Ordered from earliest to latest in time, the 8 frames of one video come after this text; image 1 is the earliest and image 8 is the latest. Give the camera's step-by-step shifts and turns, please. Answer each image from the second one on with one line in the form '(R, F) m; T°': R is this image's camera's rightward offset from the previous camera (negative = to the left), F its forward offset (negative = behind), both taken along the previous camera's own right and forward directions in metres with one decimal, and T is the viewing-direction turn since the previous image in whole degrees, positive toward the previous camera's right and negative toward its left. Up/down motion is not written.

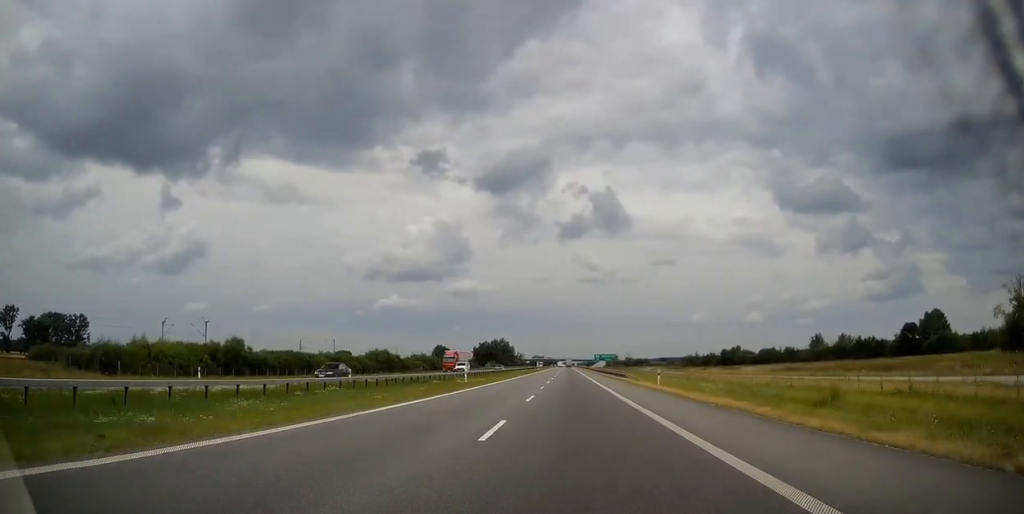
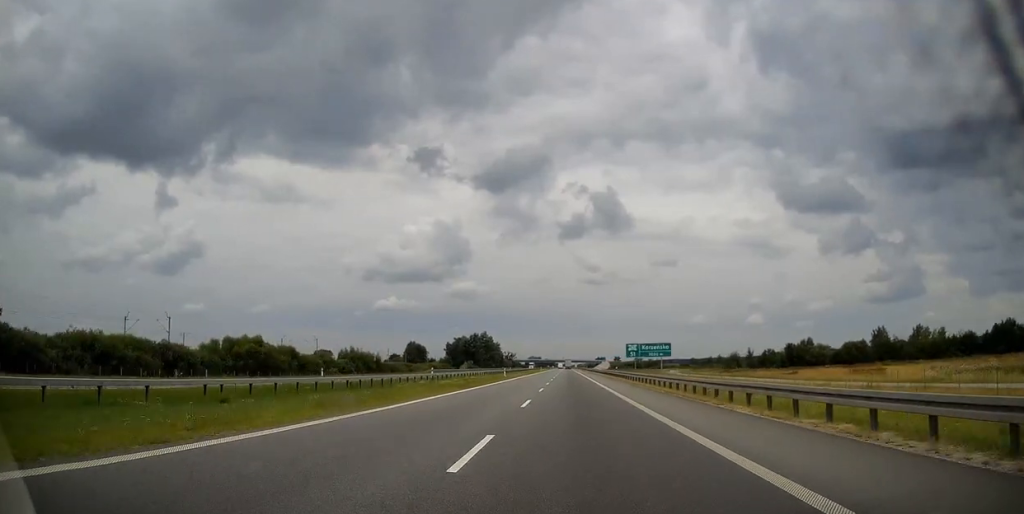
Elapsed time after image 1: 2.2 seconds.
(+0.3, +75.3) m; 0°
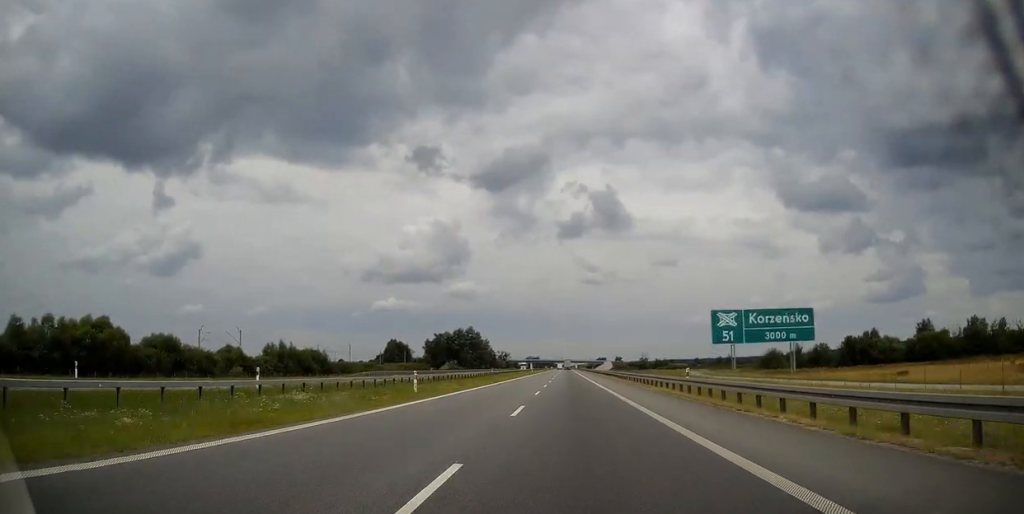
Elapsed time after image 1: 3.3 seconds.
(0.0, +39.4) m; 0°
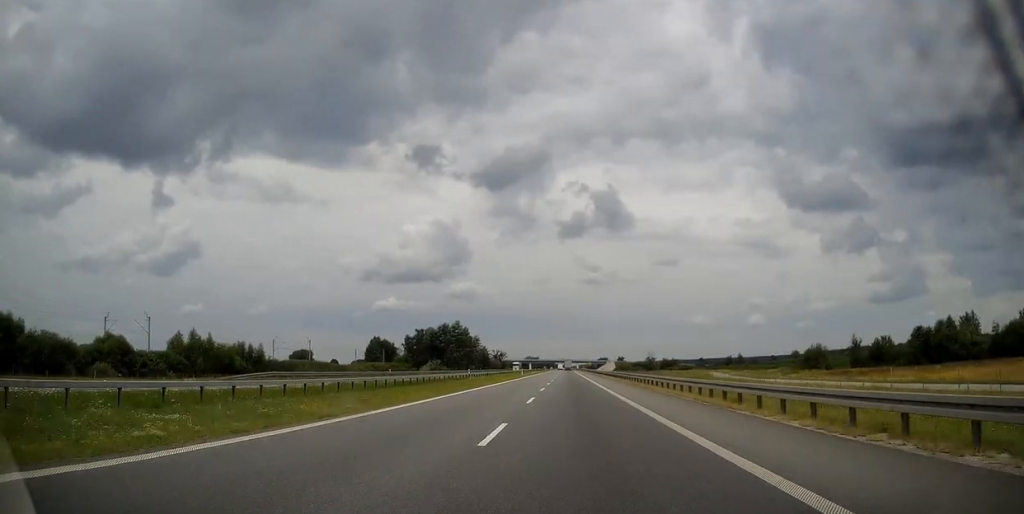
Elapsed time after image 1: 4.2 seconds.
(0.0, +30.1) m; 0°
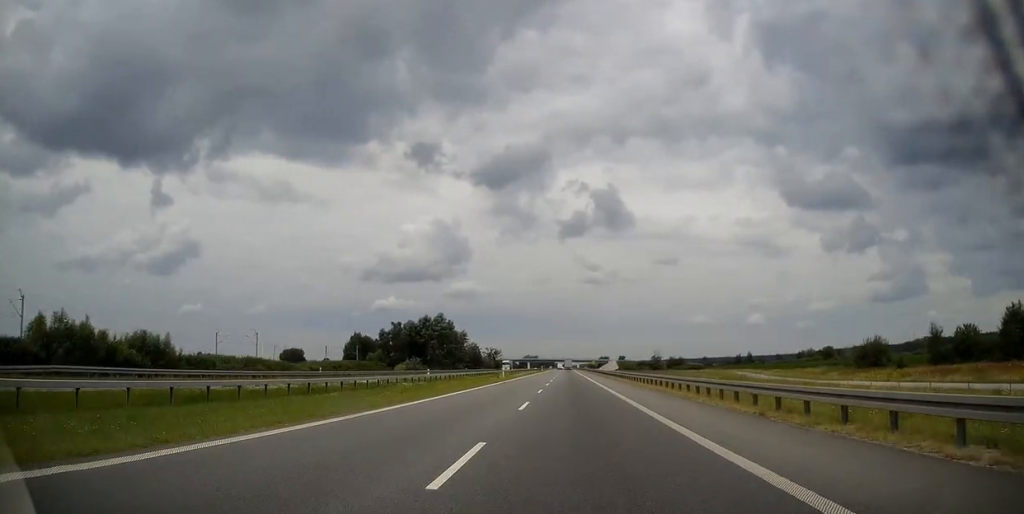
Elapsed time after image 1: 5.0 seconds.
(0.0, +27.7) m; 0°
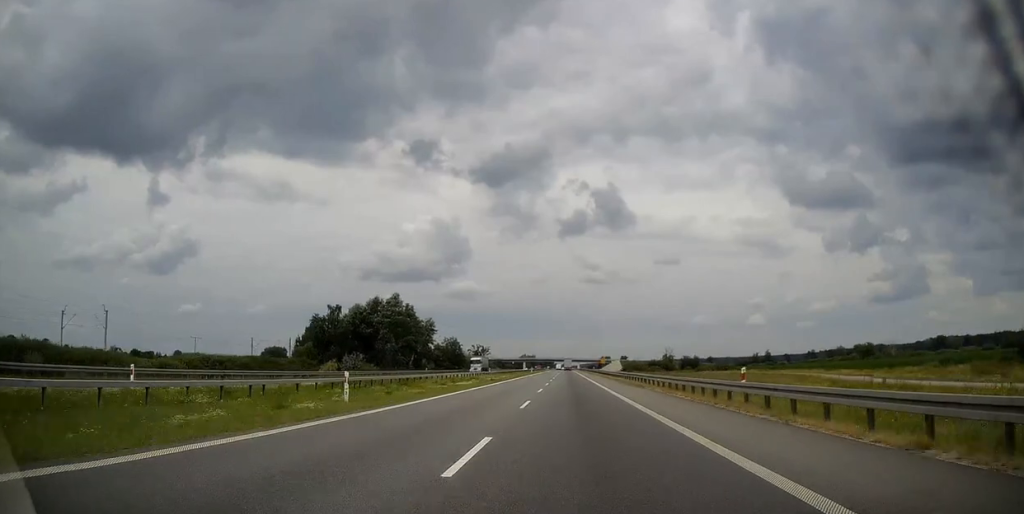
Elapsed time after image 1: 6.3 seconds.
(-0.1, +47.1) m; 0°
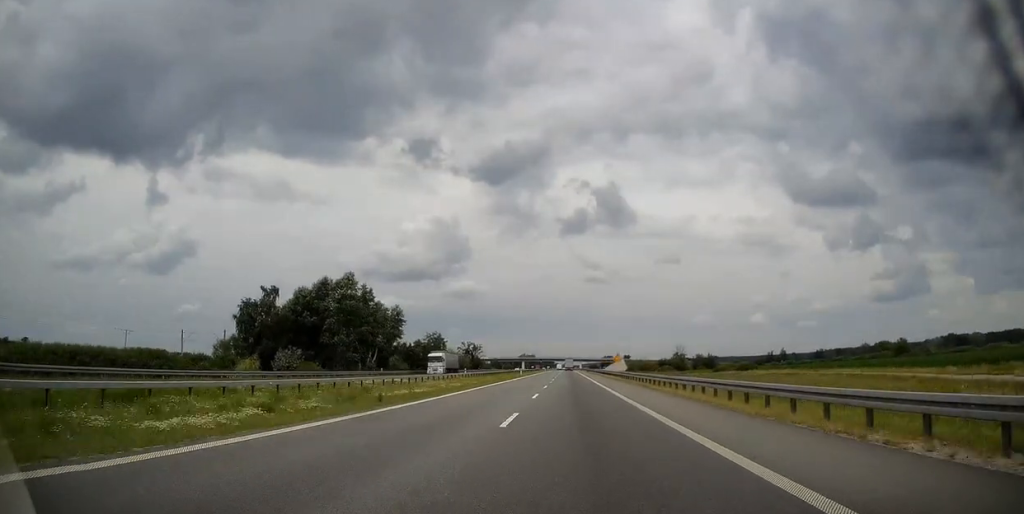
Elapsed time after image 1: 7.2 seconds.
(0.0, +29.9) m; 0°
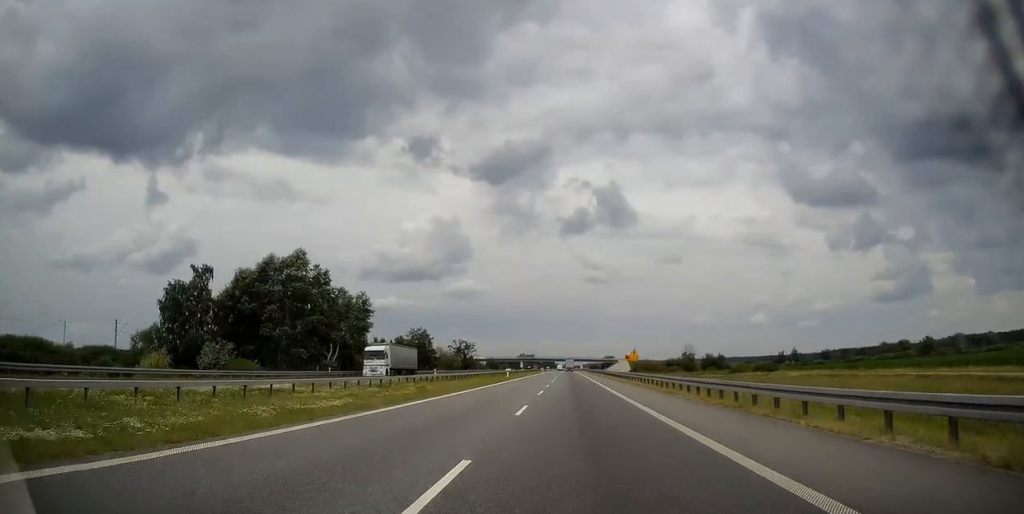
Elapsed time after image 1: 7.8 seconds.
(+0.1, +20.7) m; 0°
